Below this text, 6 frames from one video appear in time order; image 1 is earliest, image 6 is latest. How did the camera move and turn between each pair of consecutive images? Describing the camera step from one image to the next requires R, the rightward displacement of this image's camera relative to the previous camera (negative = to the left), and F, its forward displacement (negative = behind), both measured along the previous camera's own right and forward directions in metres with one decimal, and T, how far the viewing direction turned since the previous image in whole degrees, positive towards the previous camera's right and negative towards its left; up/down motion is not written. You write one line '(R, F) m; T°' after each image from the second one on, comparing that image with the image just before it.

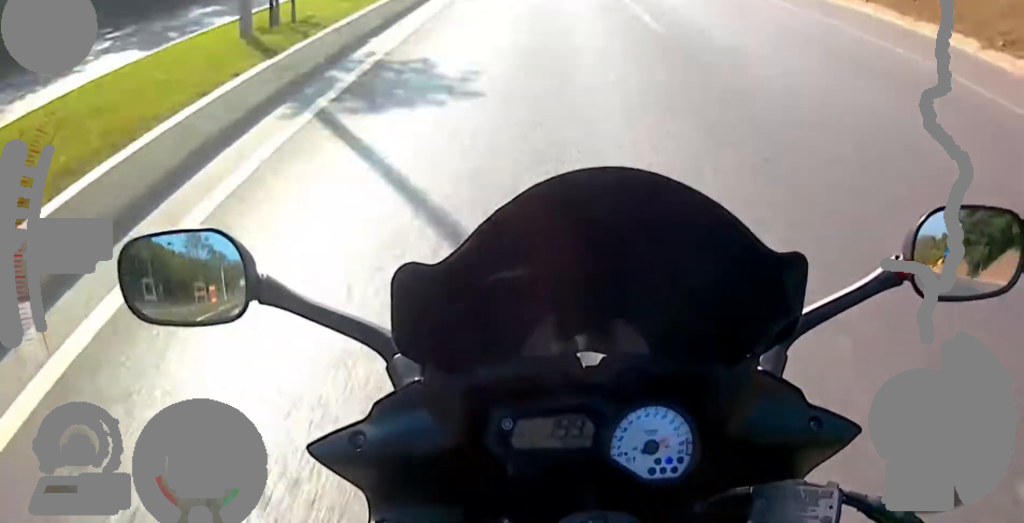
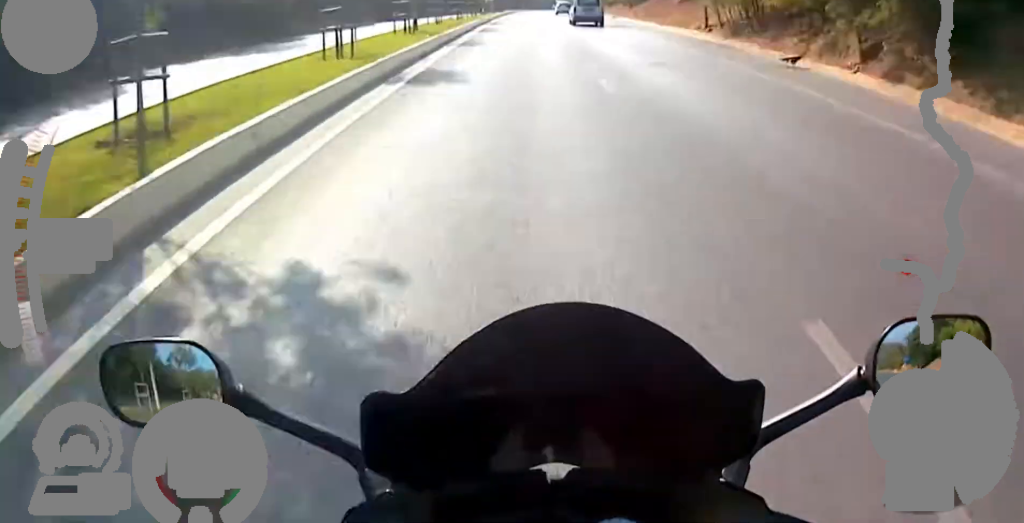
(+0.2, +17.6) m; -1°
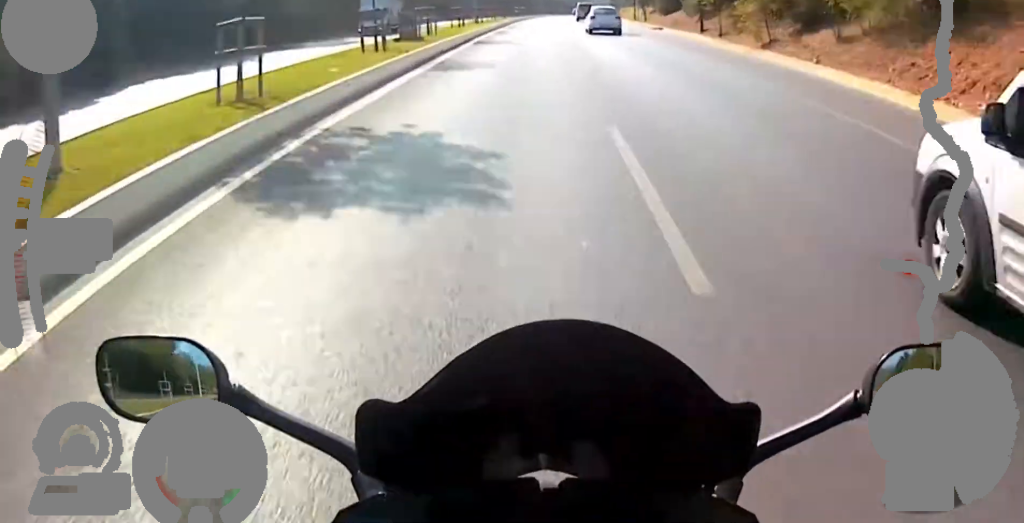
(-1.1, +62.1) m; 0°
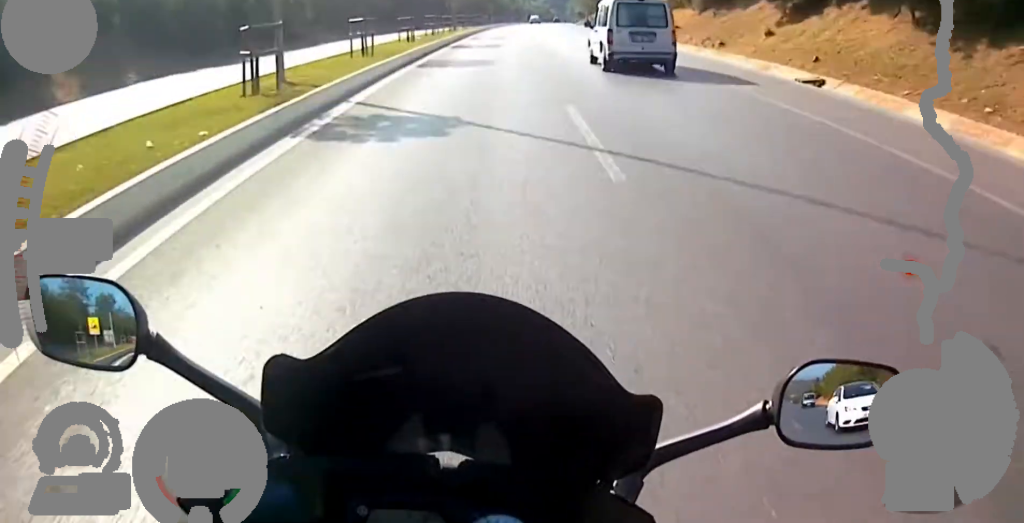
(+1.5, +72.8) m; +1°
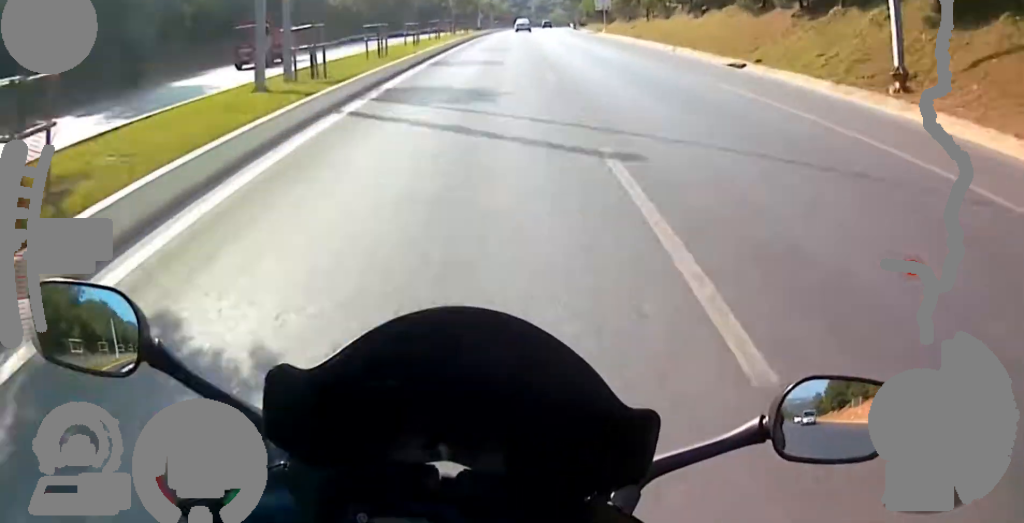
(-0.1, +79.2) m; -1°
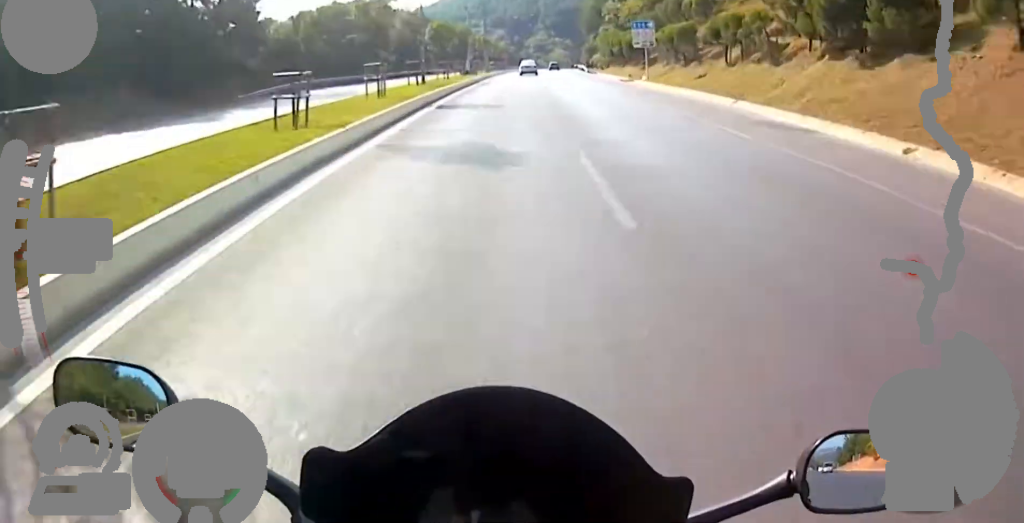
(-0.2, +18.7) m; 0°
